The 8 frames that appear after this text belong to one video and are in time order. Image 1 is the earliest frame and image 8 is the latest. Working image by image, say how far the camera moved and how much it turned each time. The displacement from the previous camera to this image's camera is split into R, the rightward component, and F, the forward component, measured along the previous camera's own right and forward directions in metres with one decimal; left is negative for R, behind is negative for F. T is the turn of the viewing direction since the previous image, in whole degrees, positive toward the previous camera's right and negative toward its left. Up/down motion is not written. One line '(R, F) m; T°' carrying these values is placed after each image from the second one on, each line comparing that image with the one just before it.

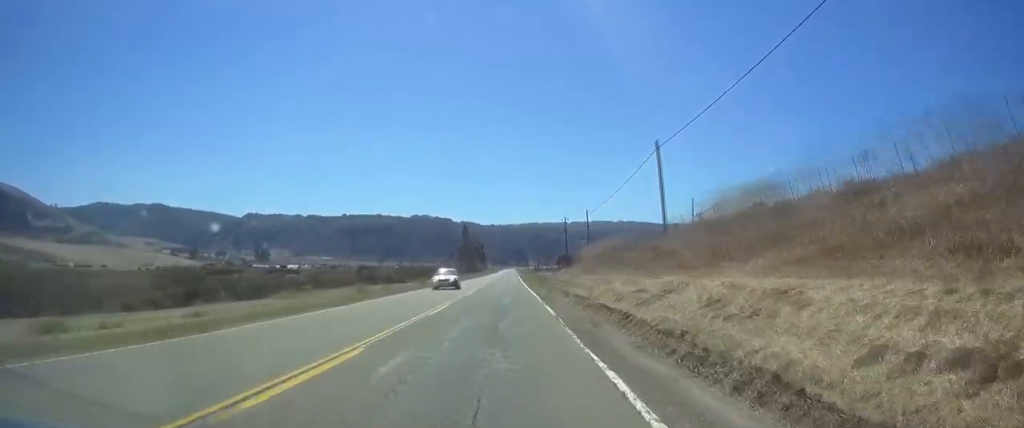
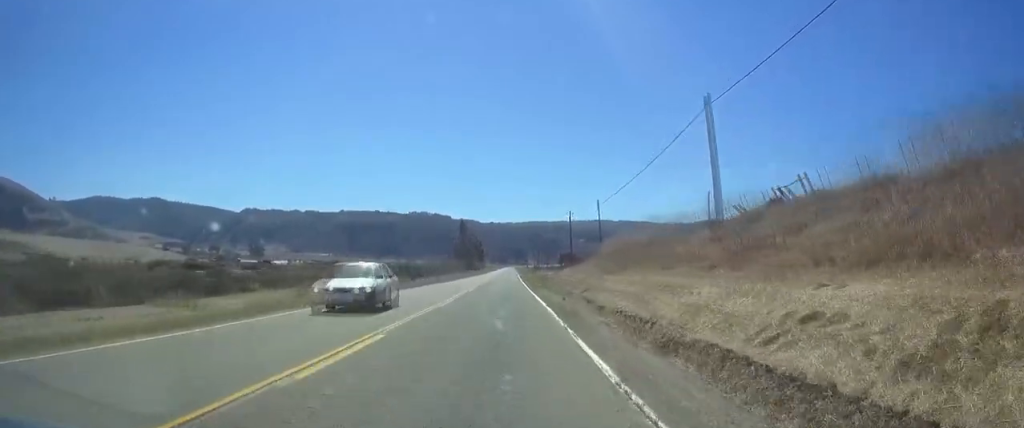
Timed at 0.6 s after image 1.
(0.0, +12.5) m; 0°
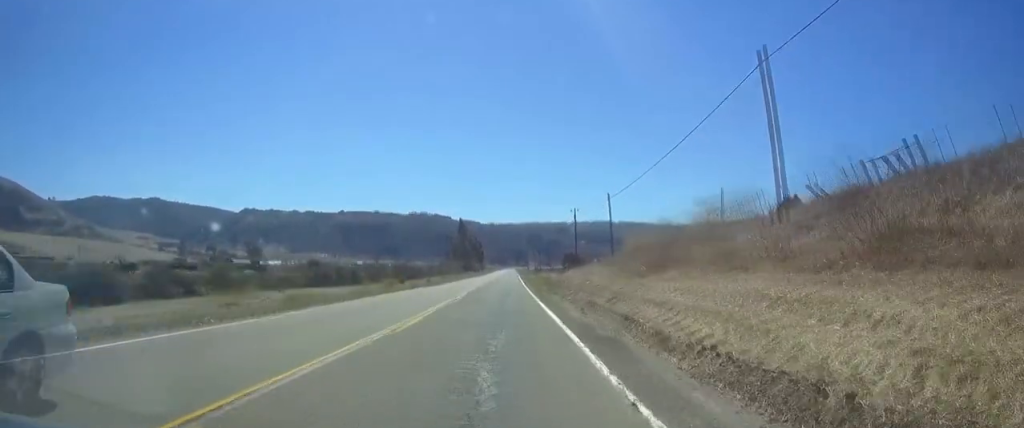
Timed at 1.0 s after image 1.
(0.0, +8.3) m; 0°
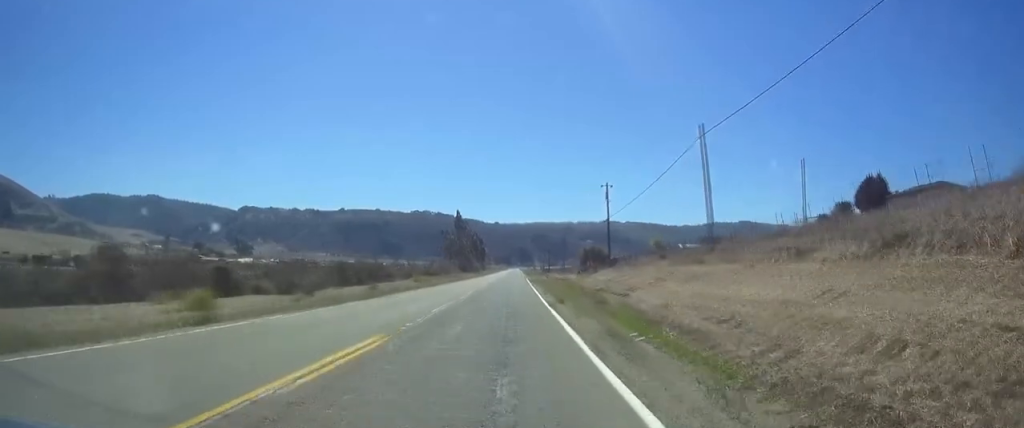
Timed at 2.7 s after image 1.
(-0.3, +34.6) m; 0°
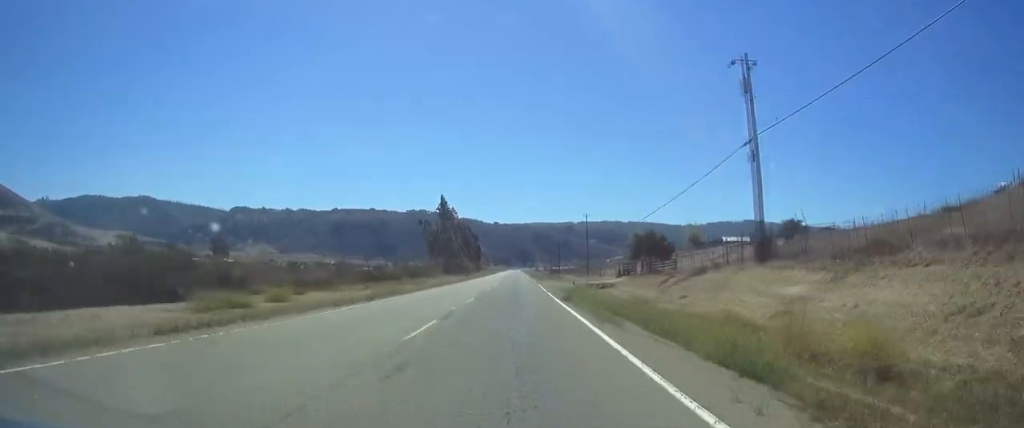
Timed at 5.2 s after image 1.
(+0.9, +51.3) m; +1°
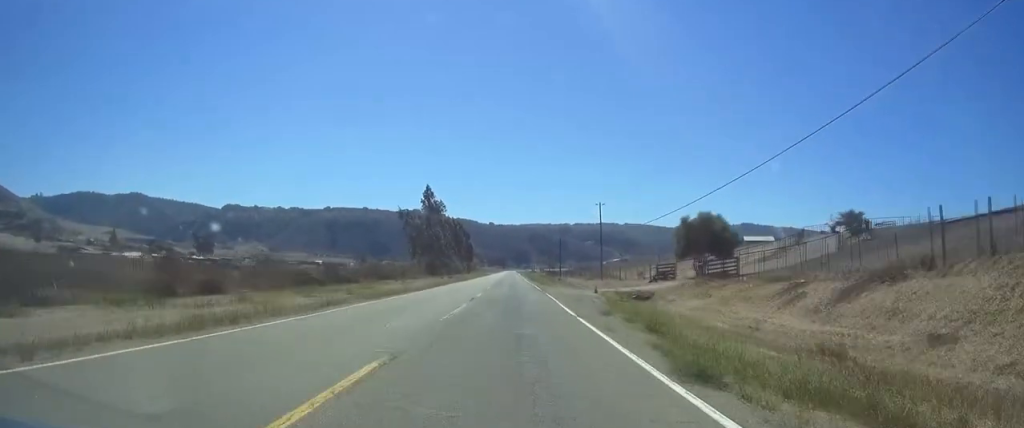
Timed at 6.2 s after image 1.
(-0.2, +23.2) m; 0°
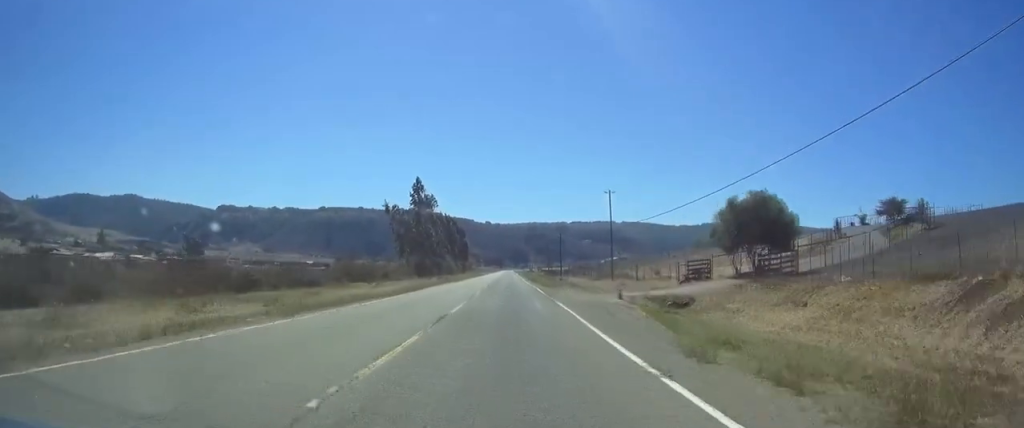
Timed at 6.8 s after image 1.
(0.0, +12.2) m; 0°
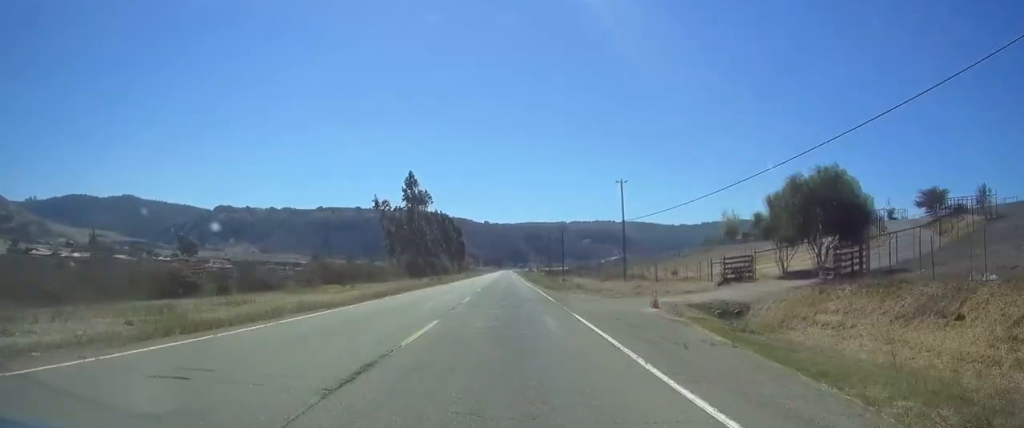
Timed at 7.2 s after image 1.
(+0.1, +9.2) m; 0°
